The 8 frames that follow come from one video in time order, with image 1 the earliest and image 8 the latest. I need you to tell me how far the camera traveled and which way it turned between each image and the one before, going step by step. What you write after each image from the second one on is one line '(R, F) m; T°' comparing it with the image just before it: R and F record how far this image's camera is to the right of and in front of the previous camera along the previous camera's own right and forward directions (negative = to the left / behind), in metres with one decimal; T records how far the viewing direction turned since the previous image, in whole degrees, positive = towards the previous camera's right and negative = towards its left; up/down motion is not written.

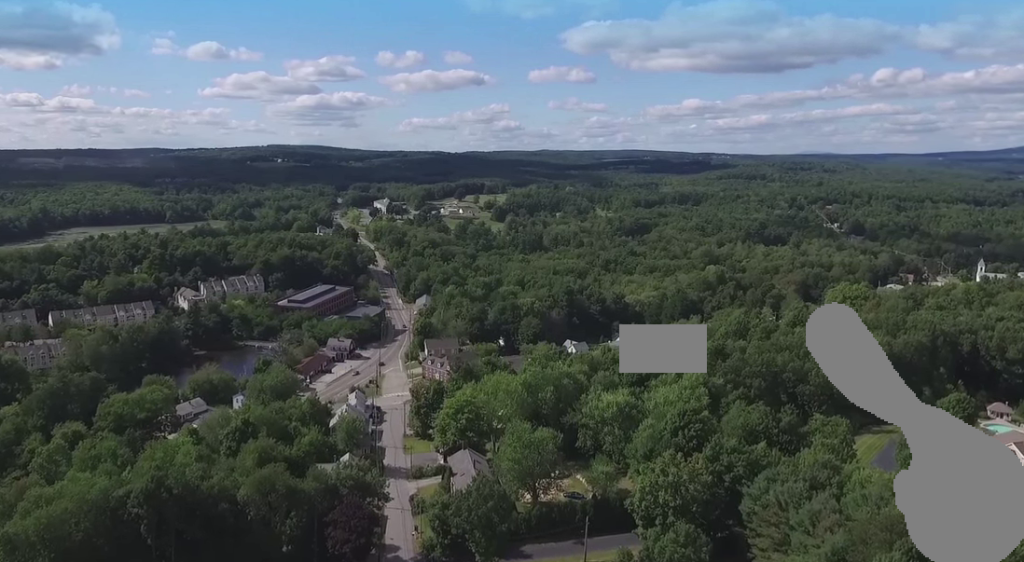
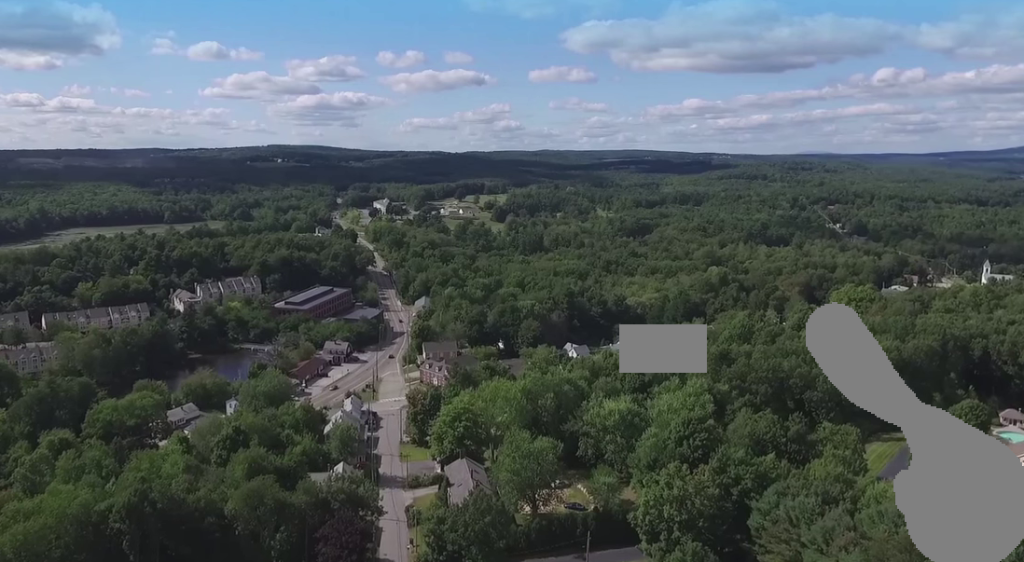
(0.0, +5.5) m; 0°
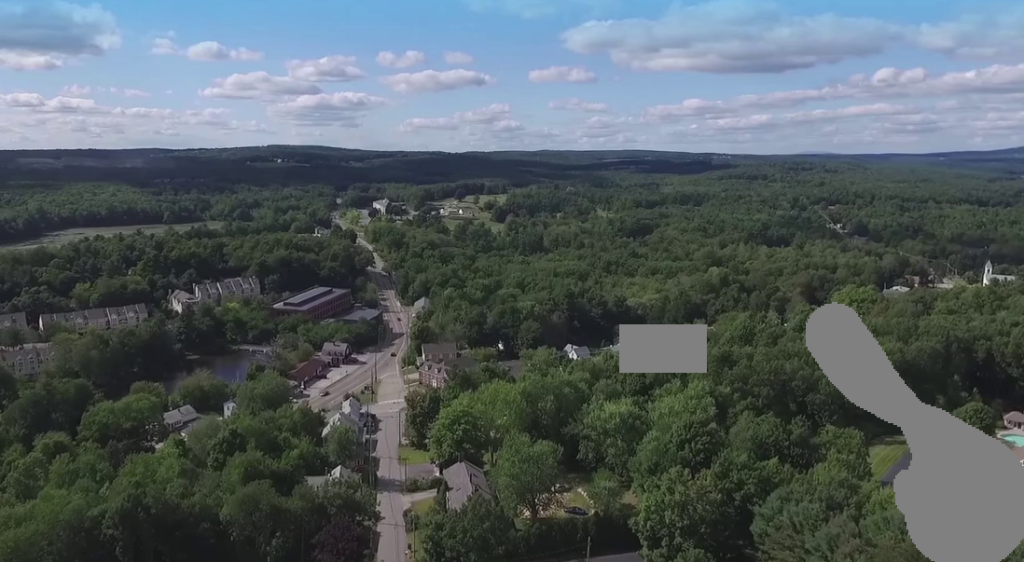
(0.0, +1.8) m; 0°
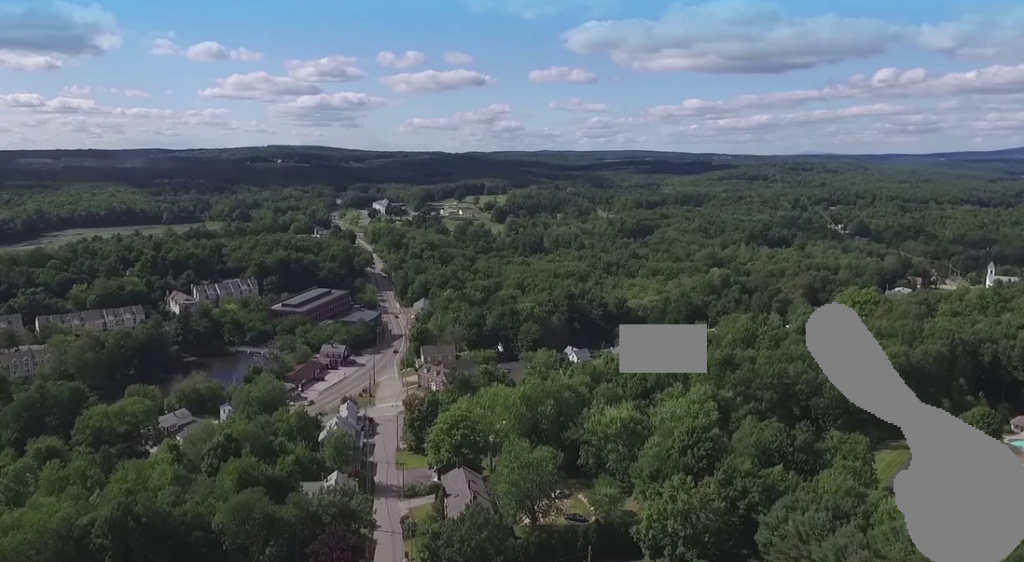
(0.0, +2.8) m; 0°
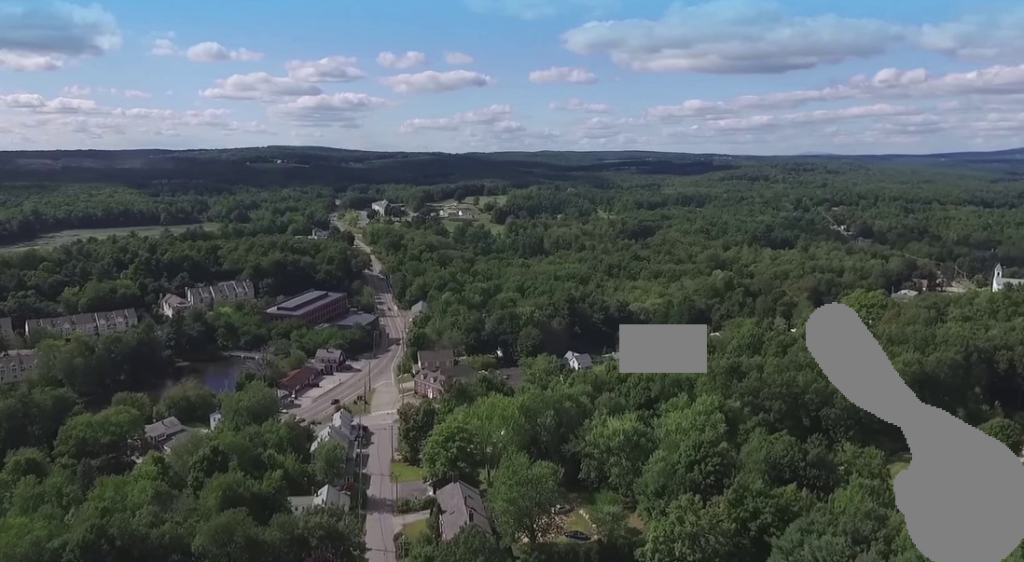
(-0.1, +7.1) m; -1°
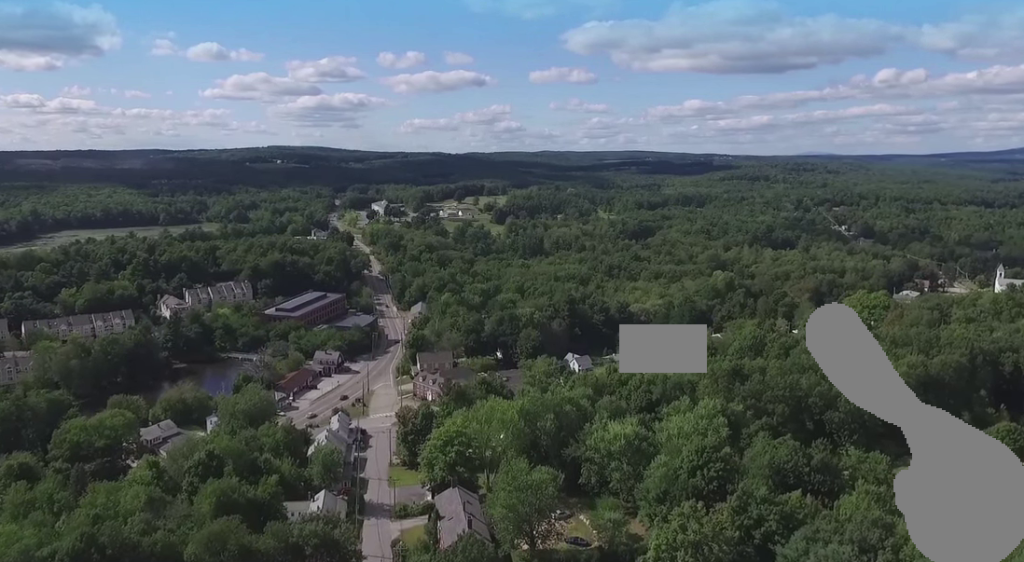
(0.0, +2.6) m; 0°
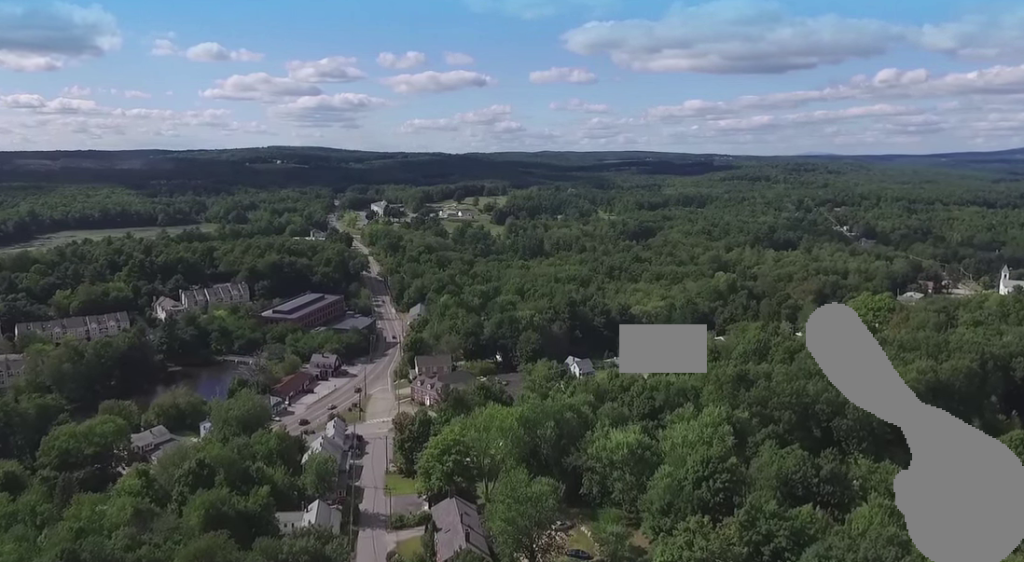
(+0.1, +4.4) m; +1°
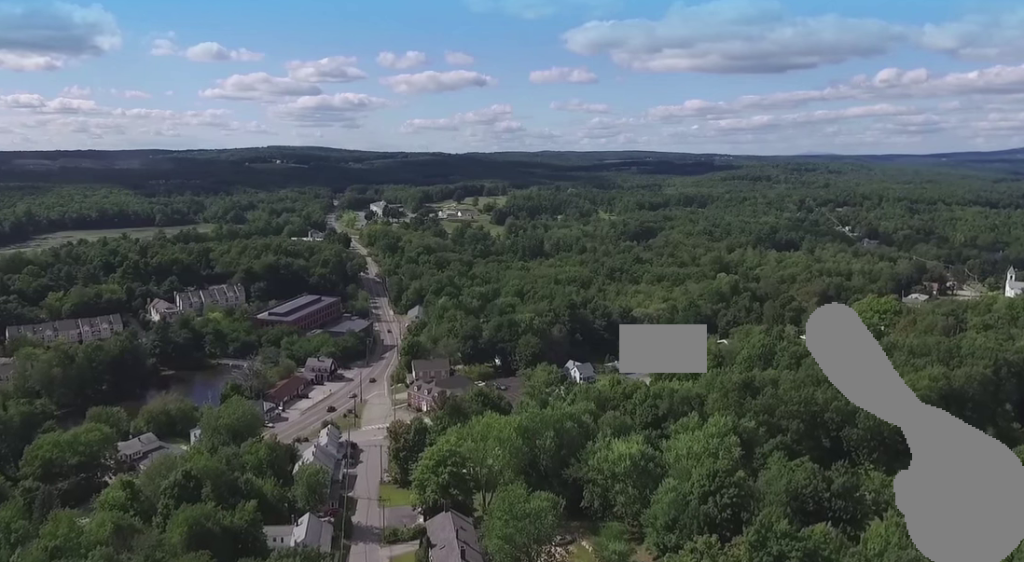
(0.0, +6.0) m; 0°
